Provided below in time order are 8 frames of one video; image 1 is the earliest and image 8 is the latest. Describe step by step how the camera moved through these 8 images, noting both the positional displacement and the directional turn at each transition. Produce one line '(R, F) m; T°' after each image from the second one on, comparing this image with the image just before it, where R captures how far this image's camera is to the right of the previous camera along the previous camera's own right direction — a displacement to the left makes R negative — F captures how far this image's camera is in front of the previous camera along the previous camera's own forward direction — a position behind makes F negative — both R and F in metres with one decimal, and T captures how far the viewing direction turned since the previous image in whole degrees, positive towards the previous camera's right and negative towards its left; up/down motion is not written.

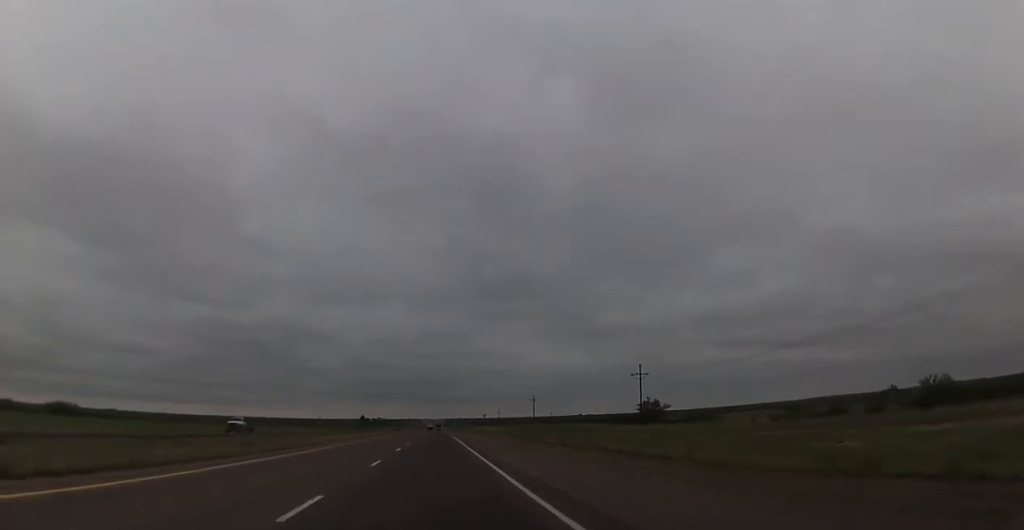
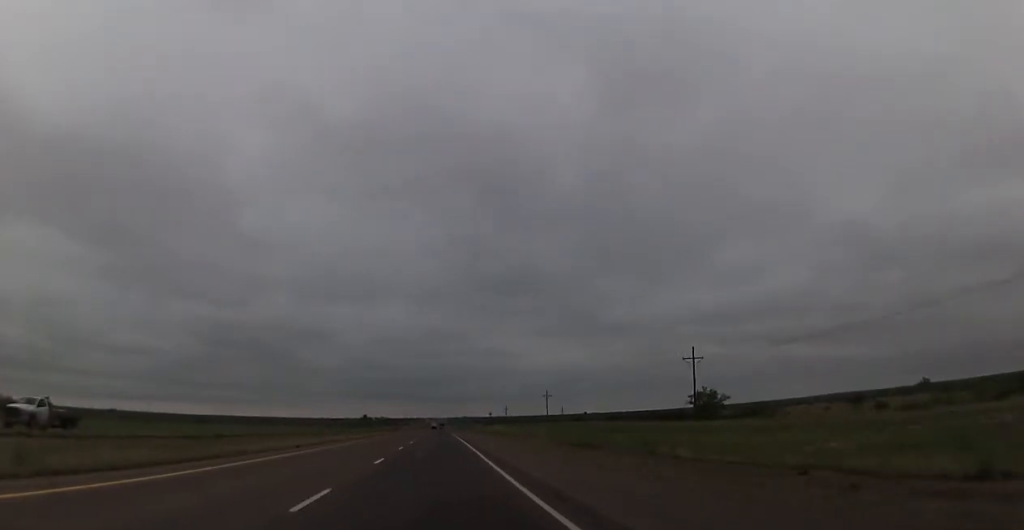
(0.0, +23.2) m; 0°
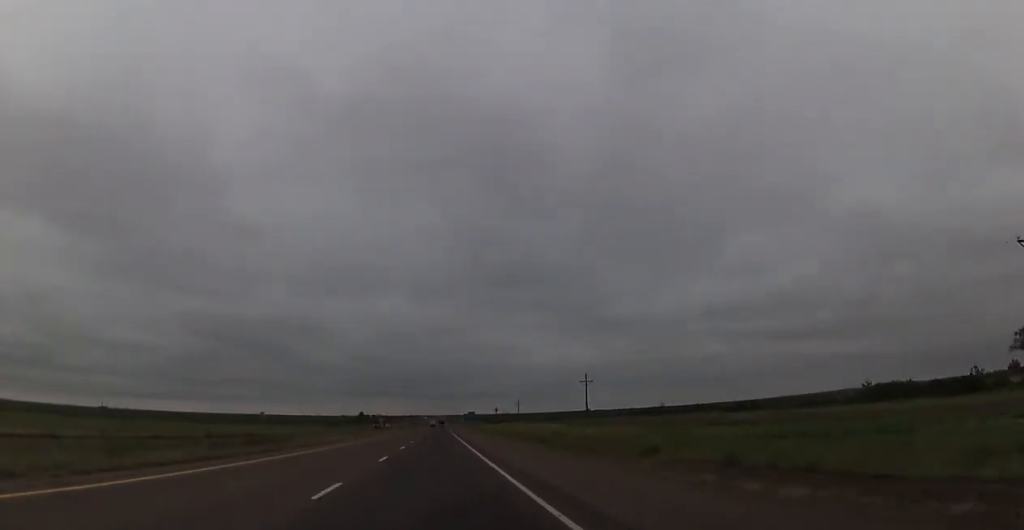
(0.0, +58.8) m; 0°
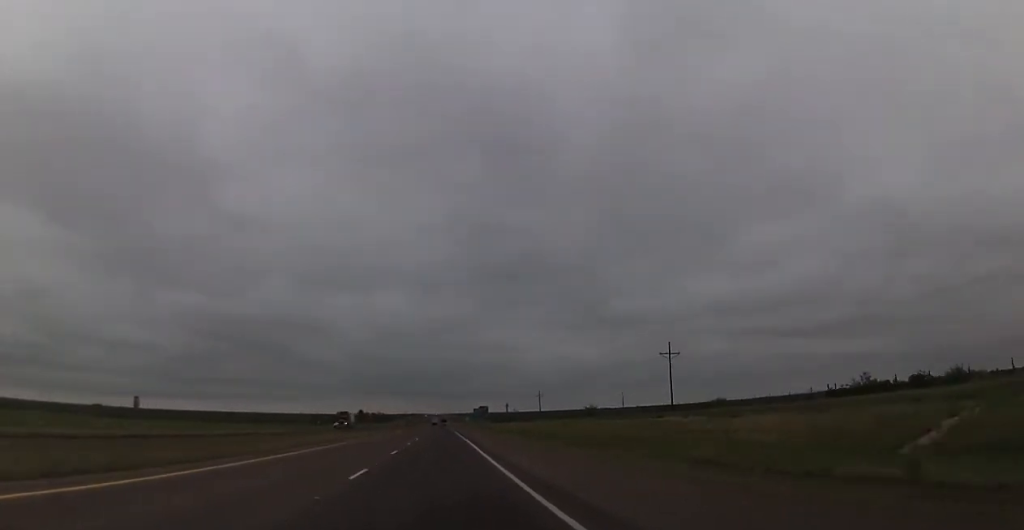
(+0.2, +56.4) m; 0°
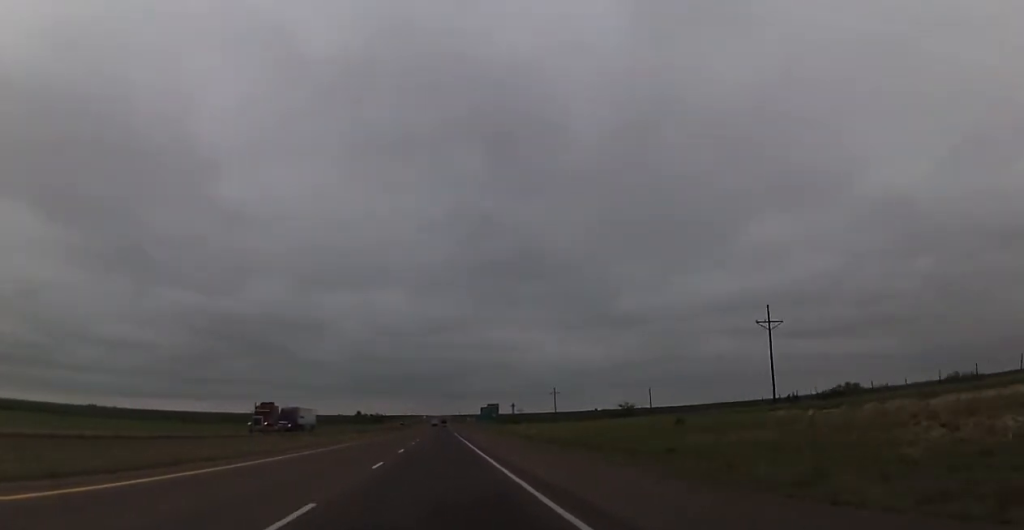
(0.0, +31.9) m; 0°
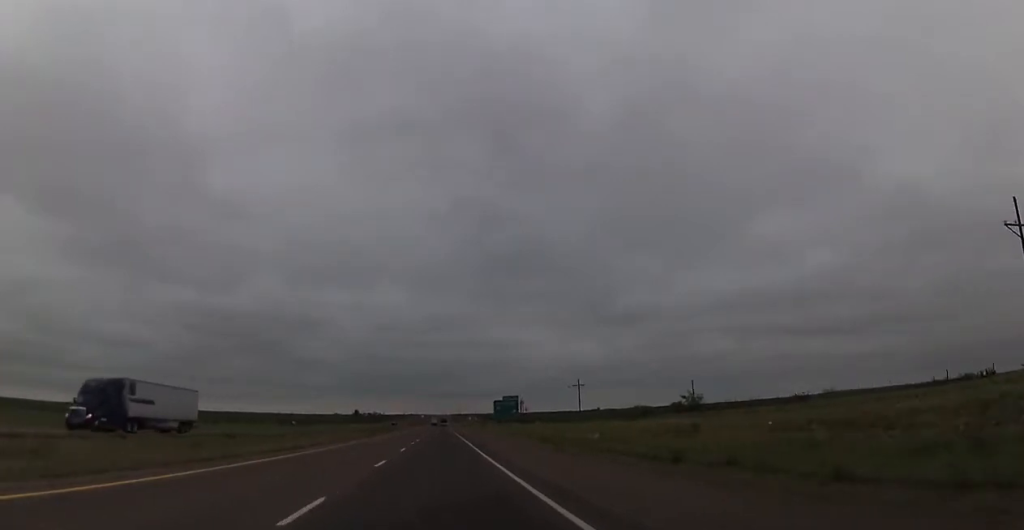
(-0.1, +35.6) m; -1°
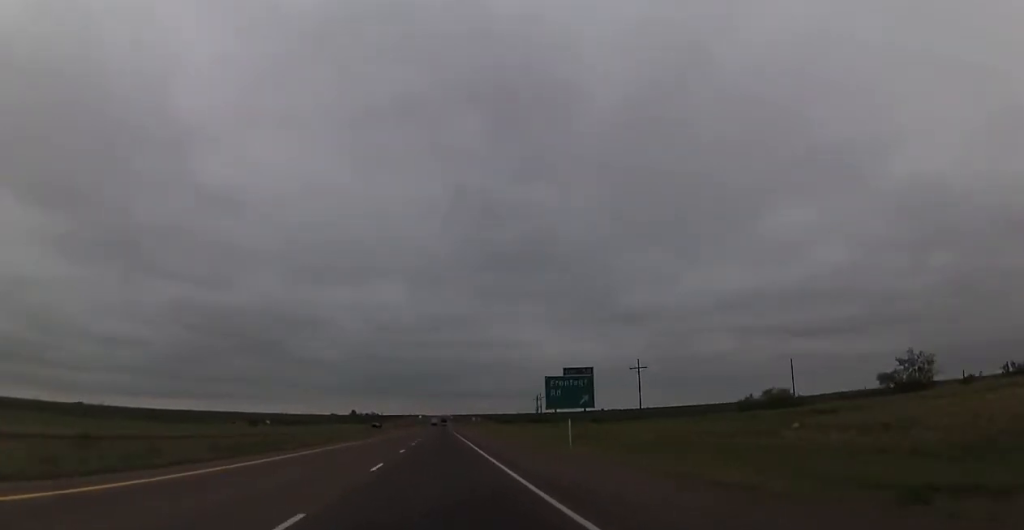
(-0.1, +50.4) m; 0°
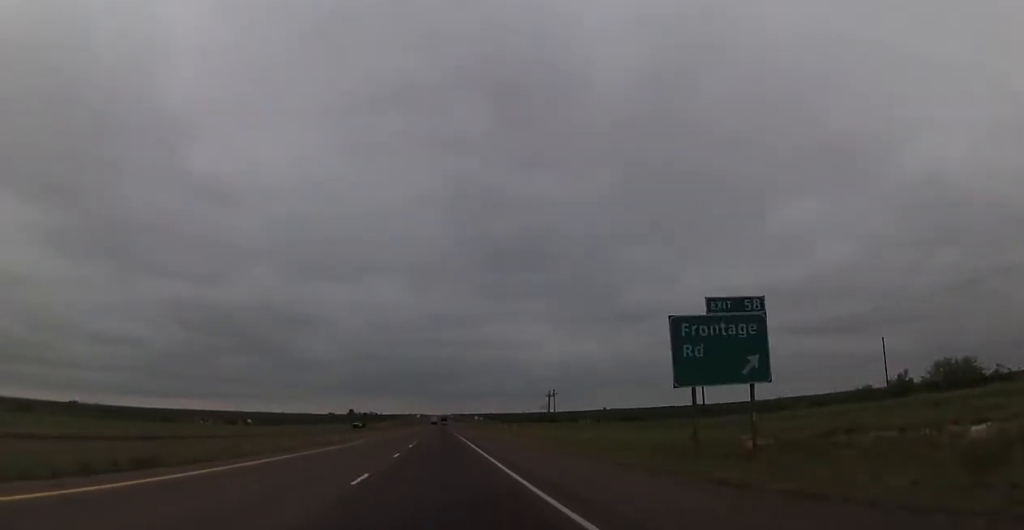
(+0.2, +28.2) m; 0°
